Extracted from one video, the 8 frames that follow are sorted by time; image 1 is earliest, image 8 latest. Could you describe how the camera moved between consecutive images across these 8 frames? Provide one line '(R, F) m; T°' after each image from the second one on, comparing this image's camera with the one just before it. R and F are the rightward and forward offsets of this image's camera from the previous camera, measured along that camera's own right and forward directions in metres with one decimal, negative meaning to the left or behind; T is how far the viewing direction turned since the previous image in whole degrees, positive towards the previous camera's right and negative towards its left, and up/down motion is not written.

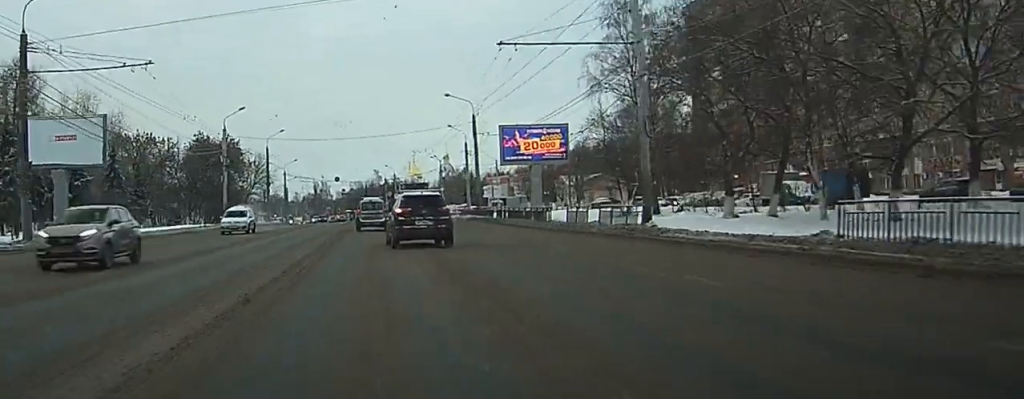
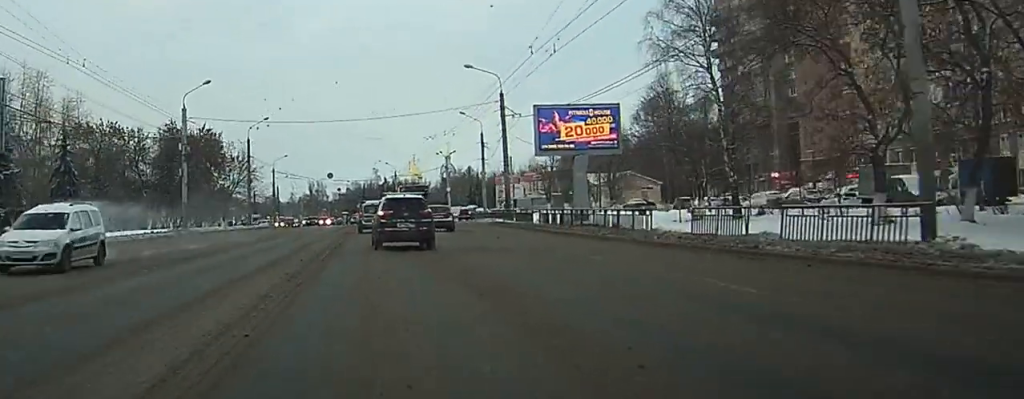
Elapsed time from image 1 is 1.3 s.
(0.0, +17.5) m; +1°
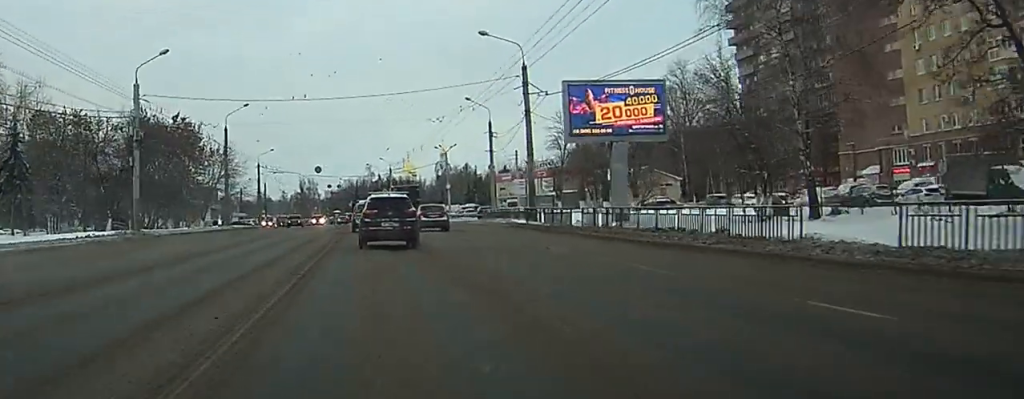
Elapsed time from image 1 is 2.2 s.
(+0.3, +11.5) m; -1°
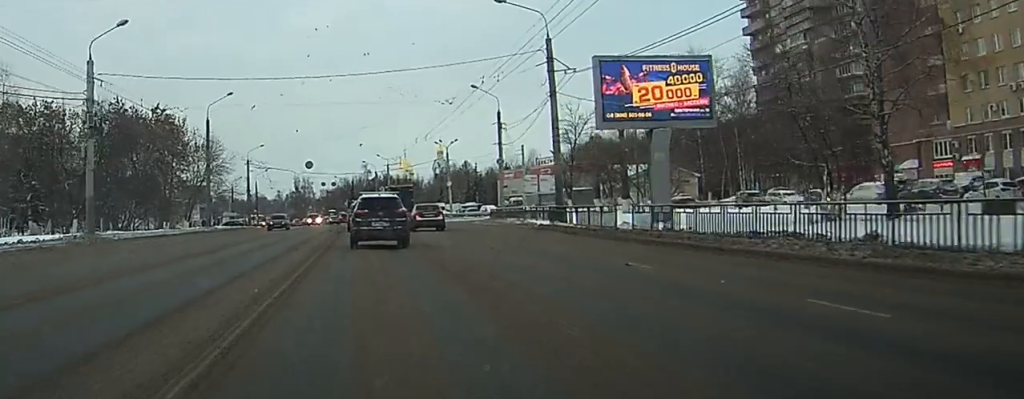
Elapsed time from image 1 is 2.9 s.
(-0.3, +7.9) m; -1°
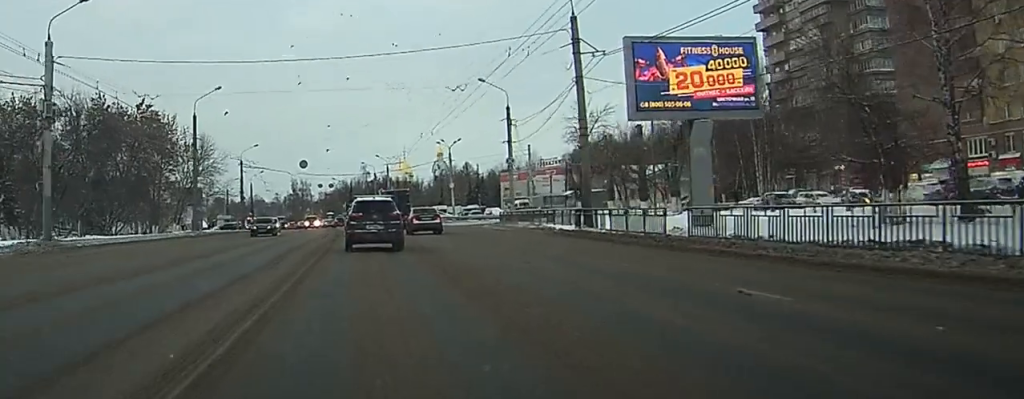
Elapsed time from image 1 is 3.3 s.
(-0.3, +5.4) m; 0°
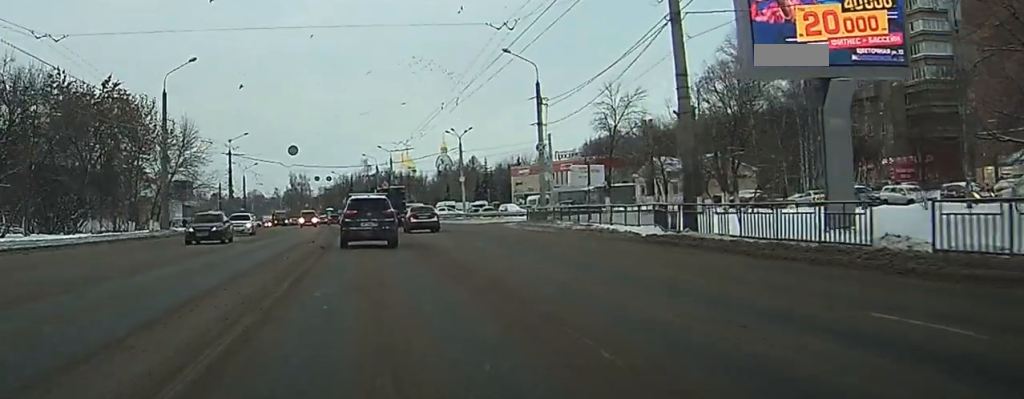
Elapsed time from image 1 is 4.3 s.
(+0.5, +11.8) m; +2°
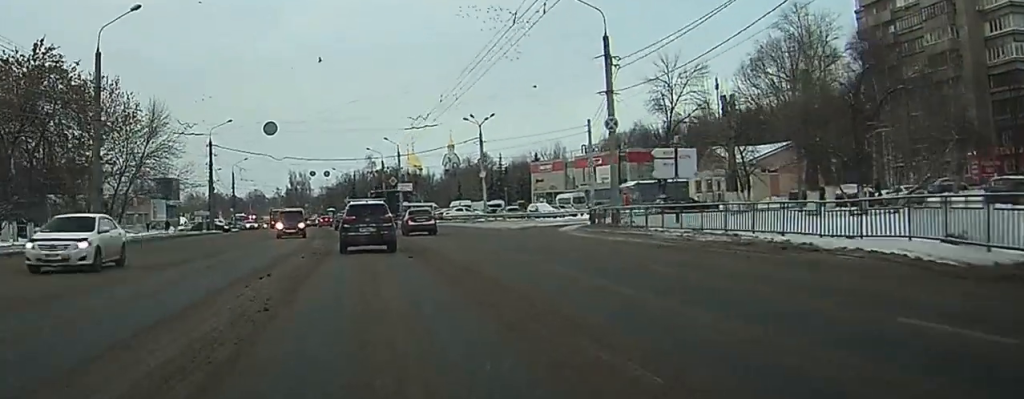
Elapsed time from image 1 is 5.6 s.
(0.0, +16.2) m; 0°
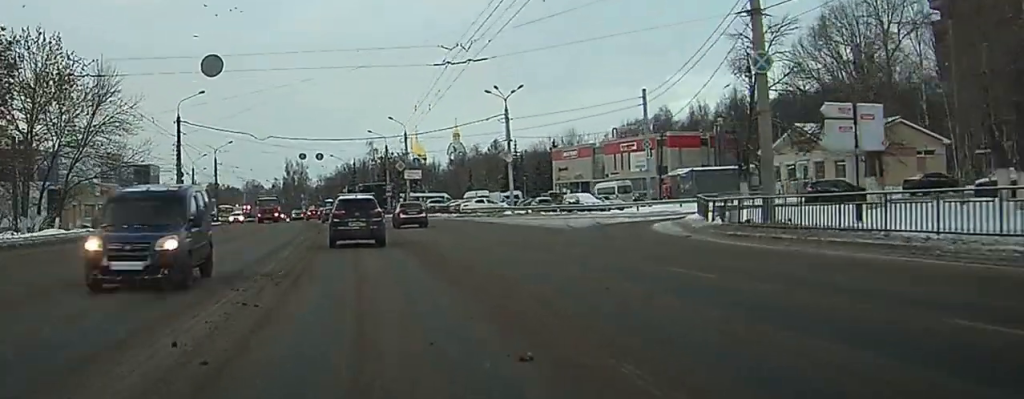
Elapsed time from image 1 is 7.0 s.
(-0.1, +16.7) m; -1°
